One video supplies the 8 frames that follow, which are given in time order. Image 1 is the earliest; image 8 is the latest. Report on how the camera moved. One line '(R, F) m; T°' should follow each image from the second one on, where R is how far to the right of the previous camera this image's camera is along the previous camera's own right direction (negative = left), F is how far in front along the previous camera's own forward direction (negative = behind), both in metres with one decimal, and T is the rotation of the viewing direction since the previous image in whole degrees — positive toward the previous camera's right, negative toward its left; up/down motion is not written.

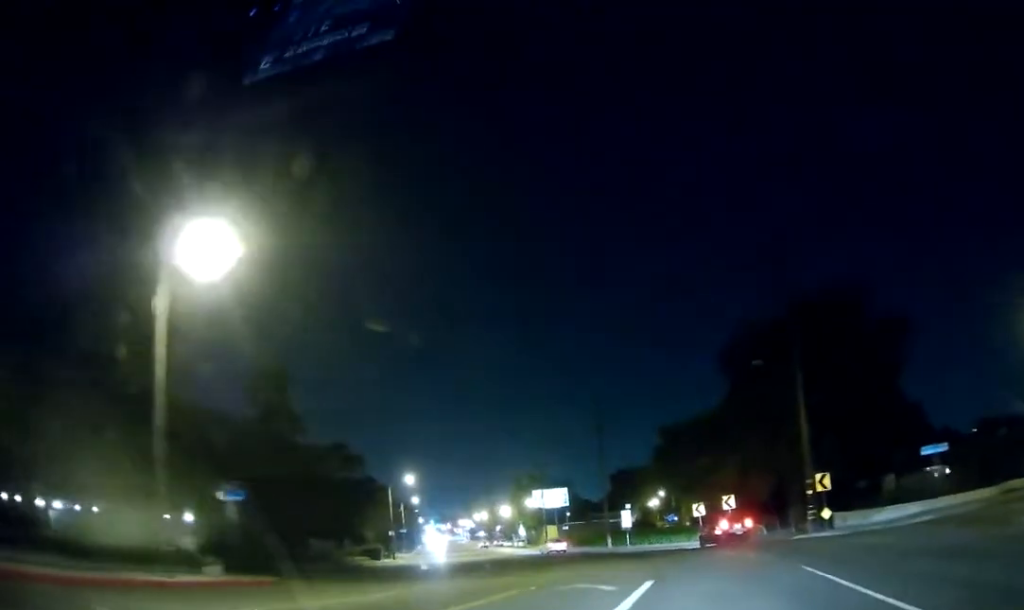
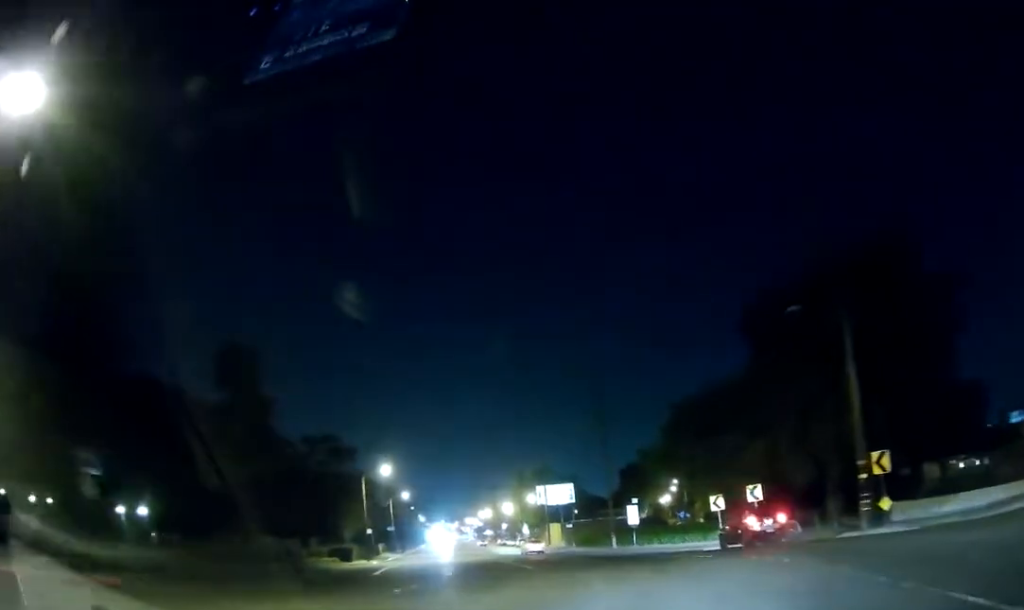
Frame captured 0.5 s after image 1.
(+0.1, +9.6) m; 0°
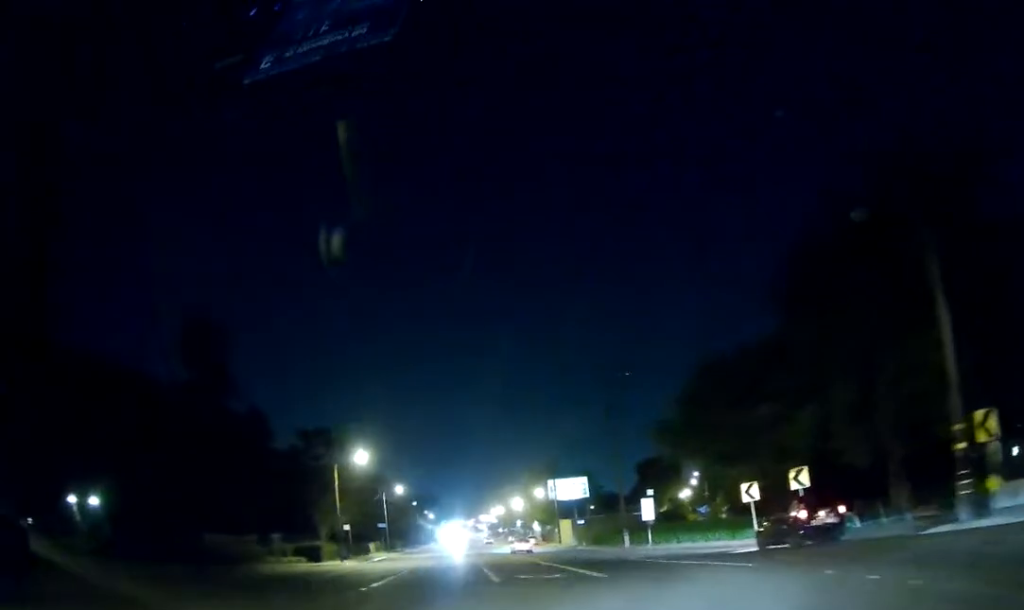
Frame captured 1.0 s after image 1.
(-0.1, +10.1) m; -2°
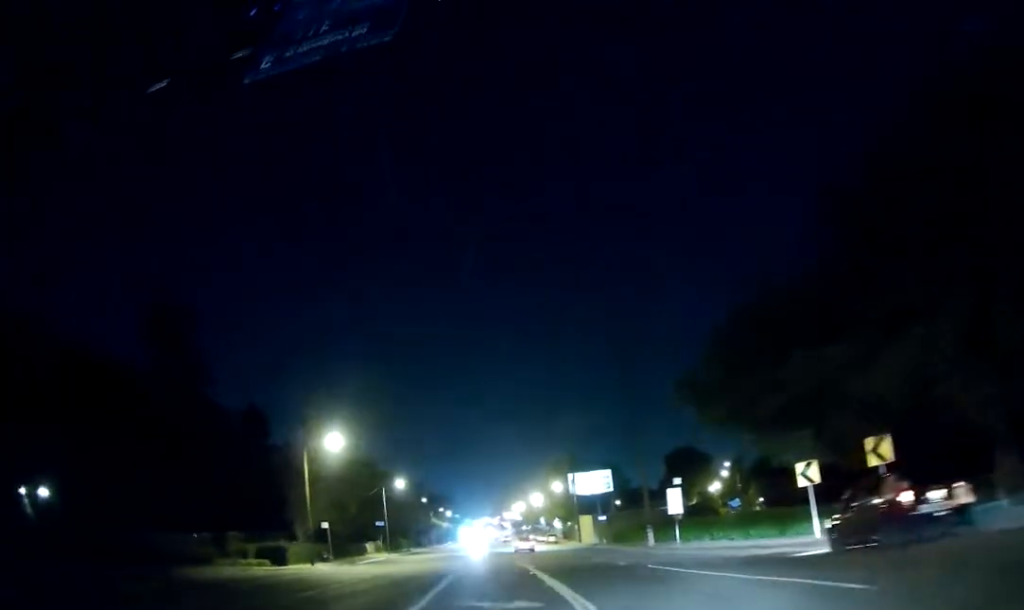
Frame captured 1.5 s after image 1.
(0.0, +9.4) m; -2°
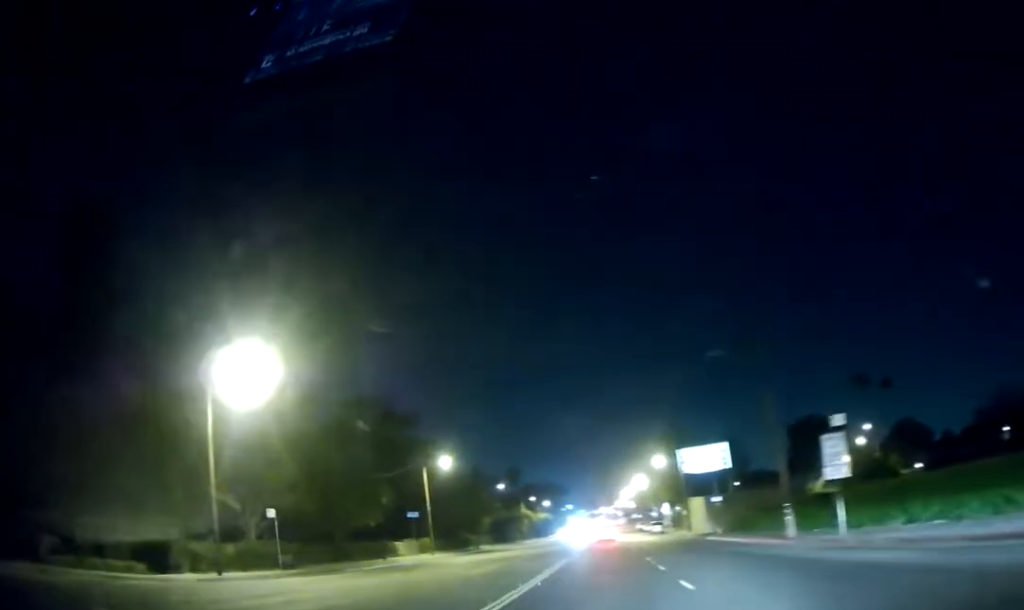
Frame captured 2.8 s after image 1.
(-0.9, +22.8) m; -4°
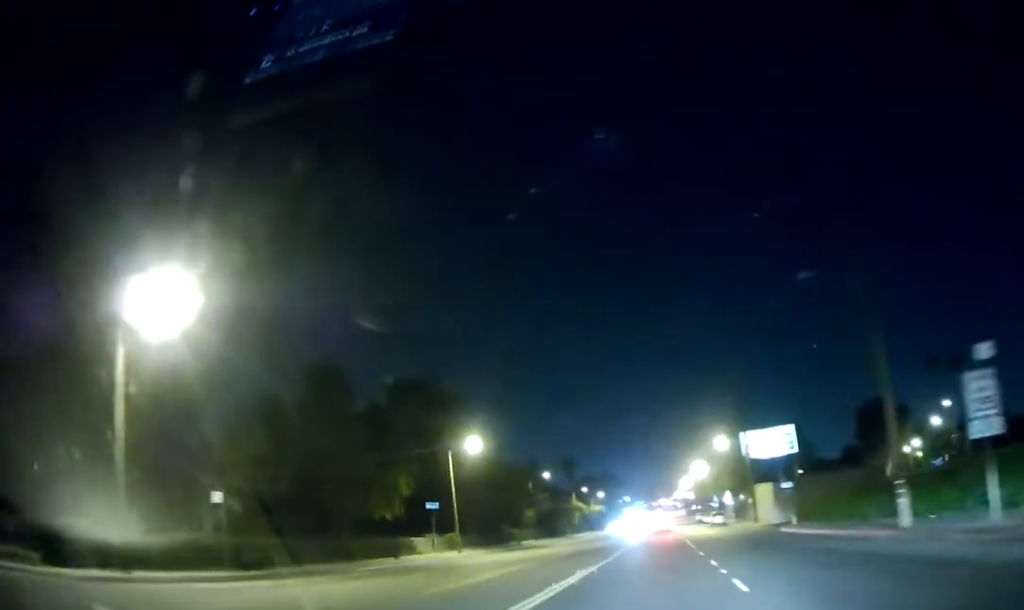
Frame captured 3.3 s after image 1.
(+0.3, +10.3) m; -2°
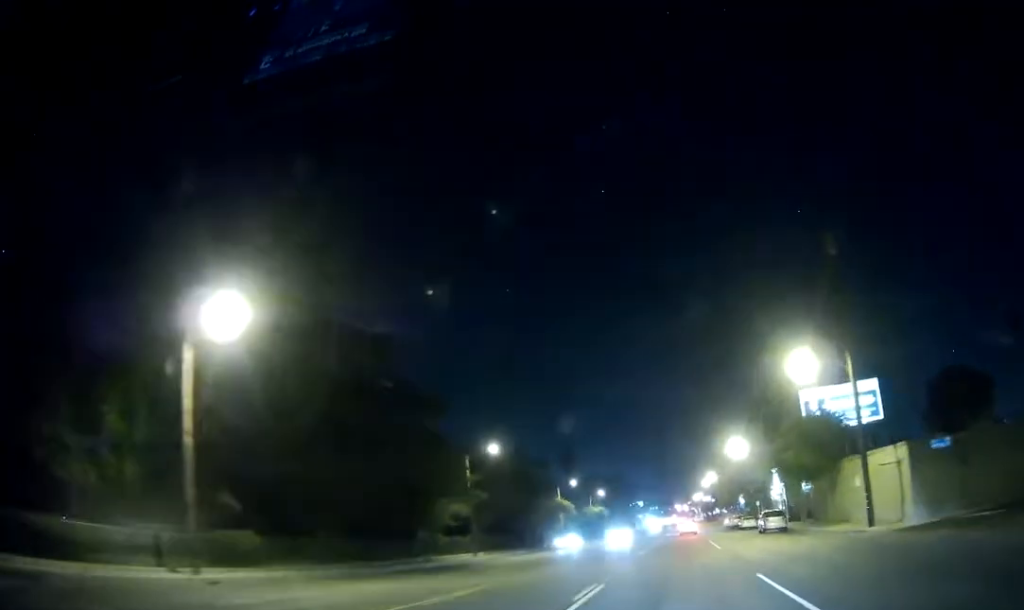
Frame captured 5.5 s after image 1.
(-3.1, +36.6) m; -10°
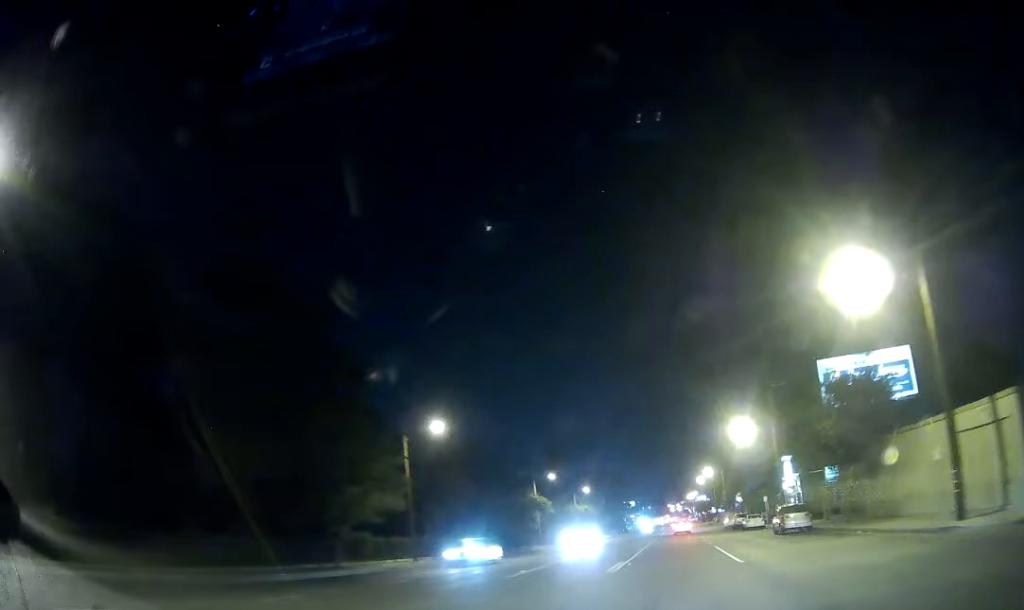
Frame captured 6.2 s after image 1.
(-1.0, +12.4) m; -2°
